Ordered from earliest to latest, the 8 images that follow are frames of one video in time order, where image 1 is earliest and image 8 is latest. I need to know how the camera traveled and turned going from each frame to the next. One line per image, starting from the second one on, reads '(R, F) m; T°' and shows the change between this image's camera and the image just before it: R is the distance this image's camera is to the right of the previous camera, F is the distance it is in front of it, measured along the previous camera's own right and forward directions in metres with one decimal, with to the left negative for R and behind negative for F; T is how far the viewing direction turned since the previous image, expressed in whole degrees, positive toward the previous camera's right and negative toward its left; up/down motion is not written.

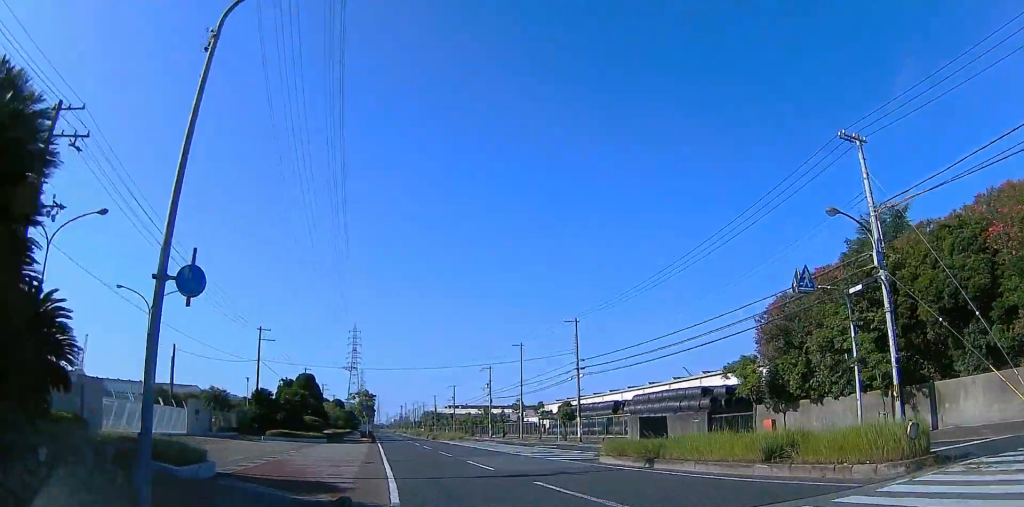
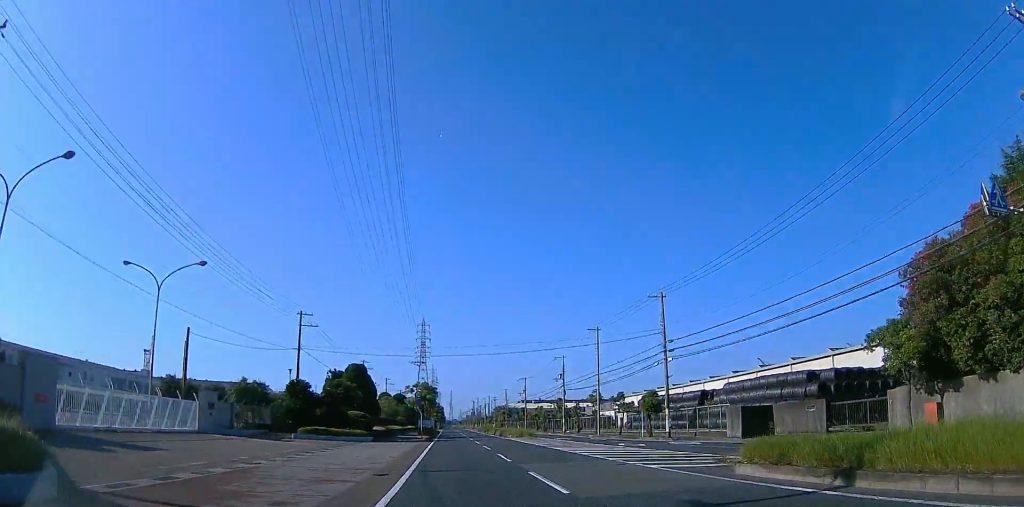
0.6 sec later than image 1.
(-0.8, +7.4) m; -6°
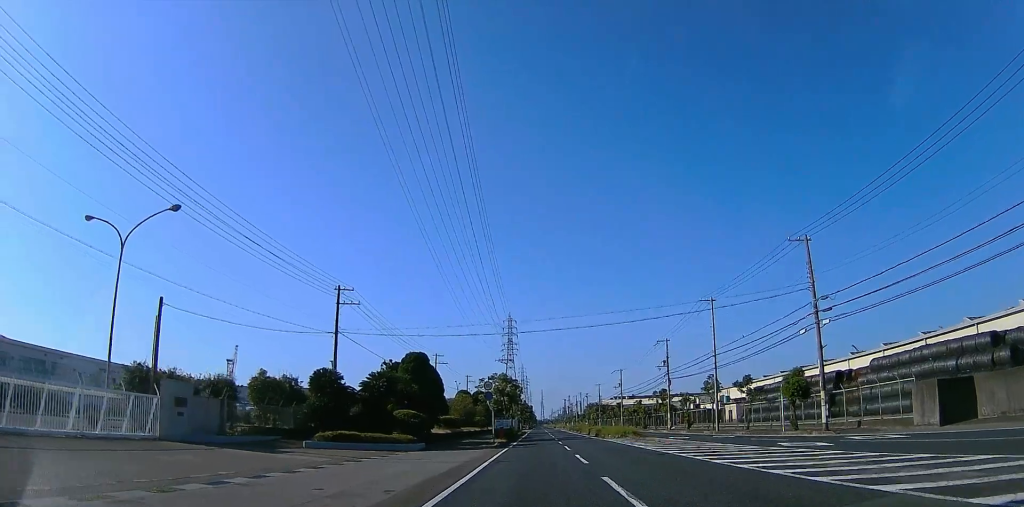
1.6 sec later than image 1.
(-0.1, +11.7) m; -8°
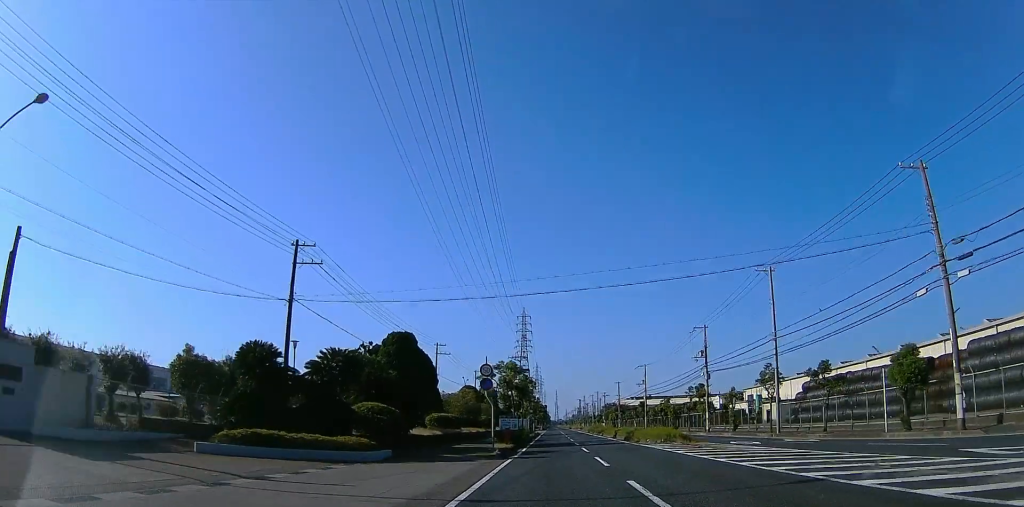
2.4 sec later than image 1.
(-1.3, +10.2) m; -7°
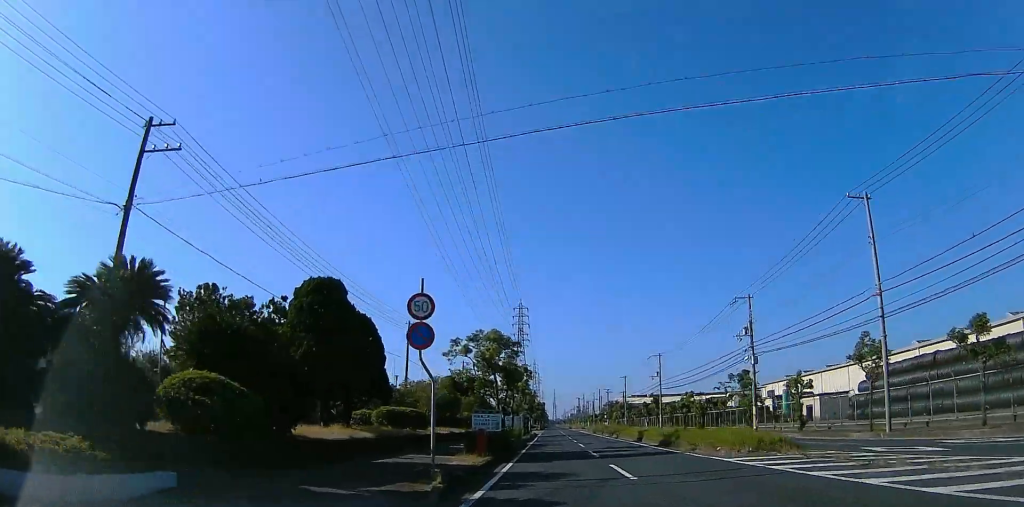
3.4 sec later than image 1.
(-0.6, +14.2) m; -2°
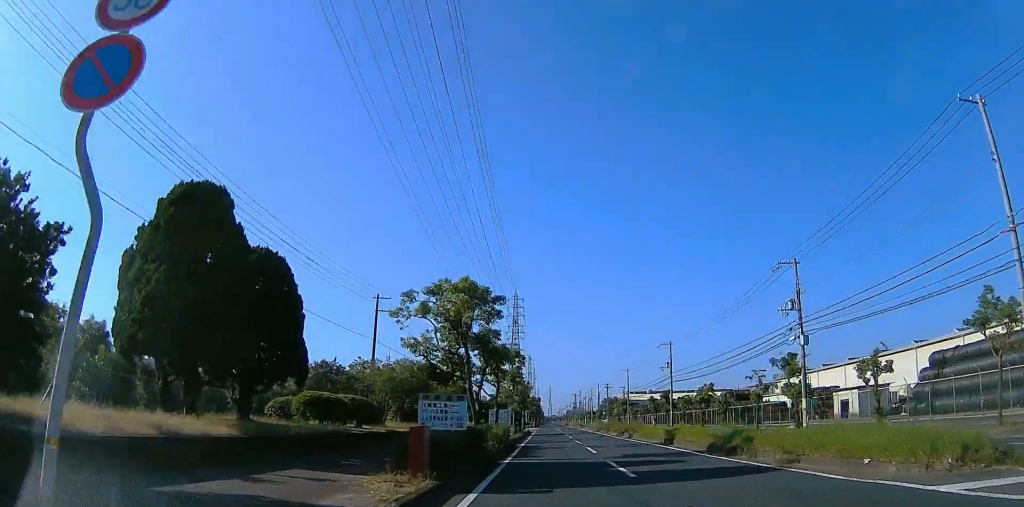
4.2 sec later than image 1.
(0.0, +10.2) m; +1°
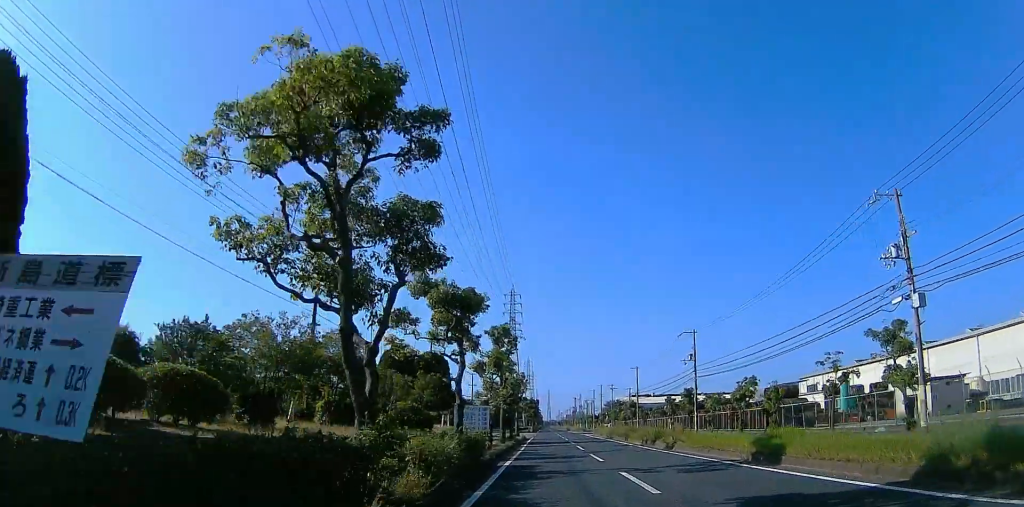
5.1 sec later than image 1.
(+0.2, +13.1) m; +1°
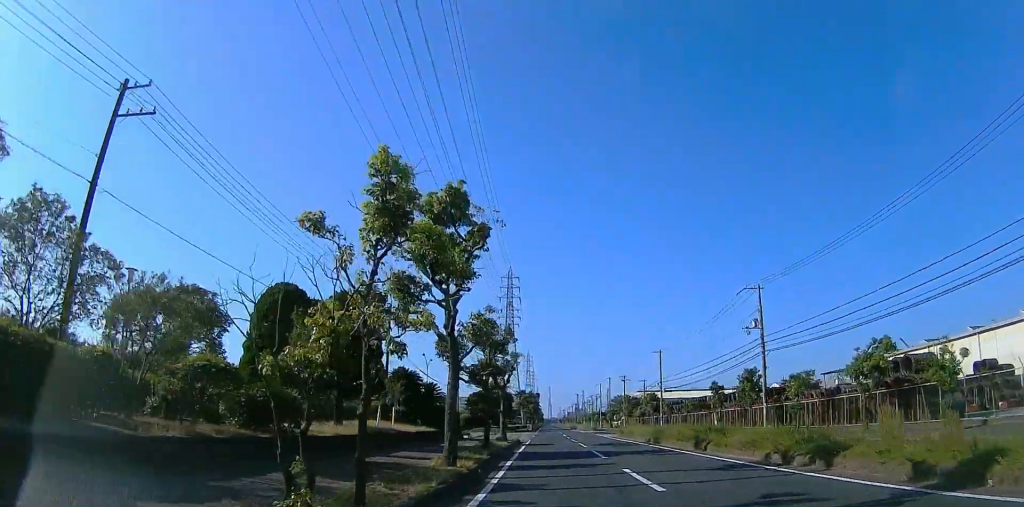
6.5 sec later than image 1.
(-0.1, +20.4) m; -2°
